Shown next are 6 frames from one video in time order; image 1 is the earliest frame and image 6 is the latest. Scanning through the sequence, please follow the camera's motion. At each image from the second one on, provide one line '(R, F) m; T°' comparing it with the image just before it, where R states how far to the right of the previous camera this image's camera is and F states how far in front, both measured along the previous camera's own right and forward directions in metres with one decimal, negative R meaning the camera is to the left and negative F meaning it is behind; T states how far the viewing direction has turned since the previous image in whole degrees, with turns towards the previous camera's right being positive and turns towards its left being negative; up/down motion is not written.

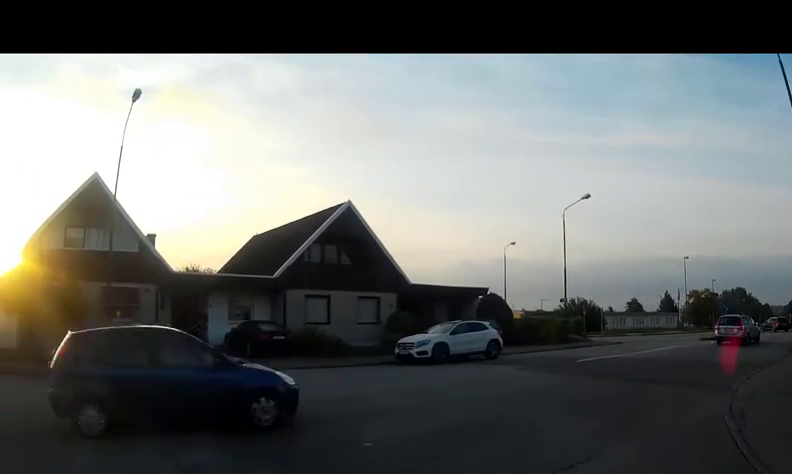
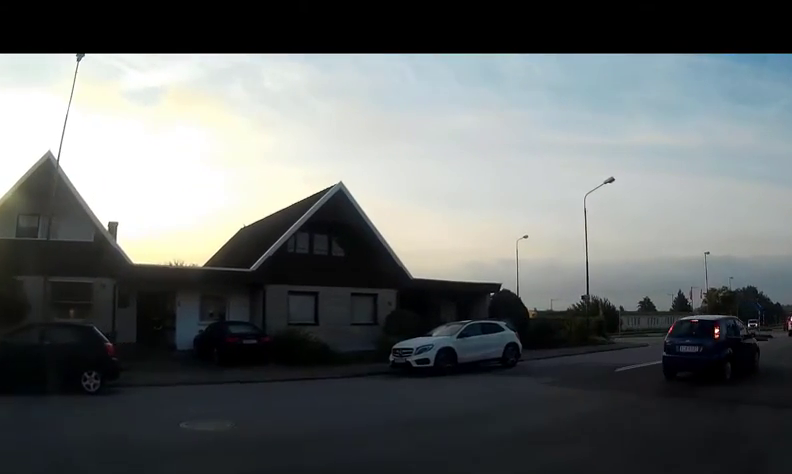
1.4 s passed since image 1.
(-0.1, +4.2) m; +5°
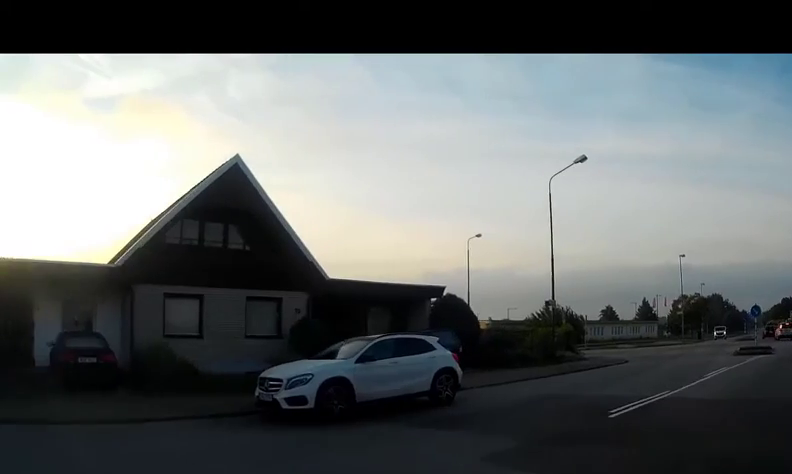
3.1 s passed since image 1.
(+0.5, +5.7) m; +9°
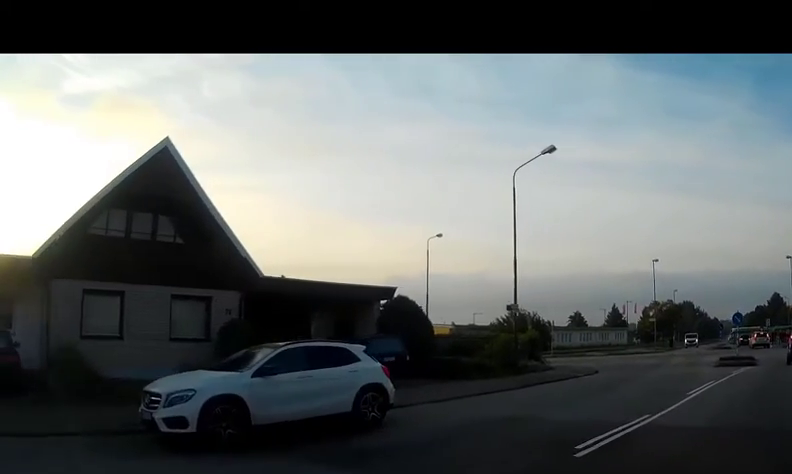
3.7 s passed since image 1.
(0.0, +2.2) m; +4°
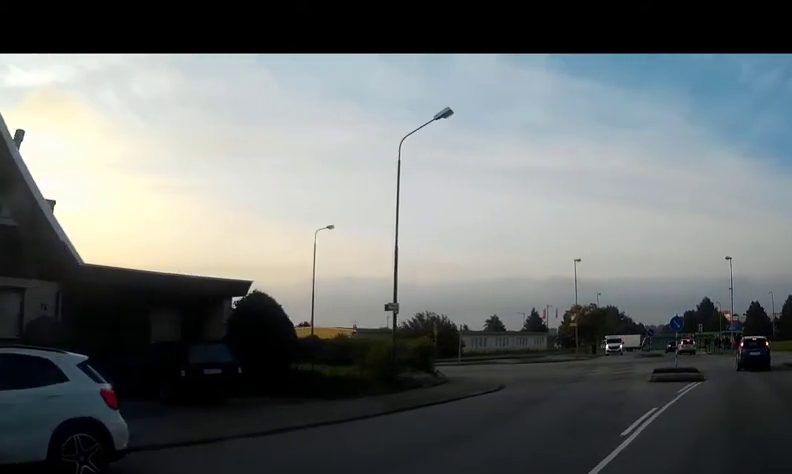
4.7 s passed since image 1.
(+0.3, +4.3) m; +11°
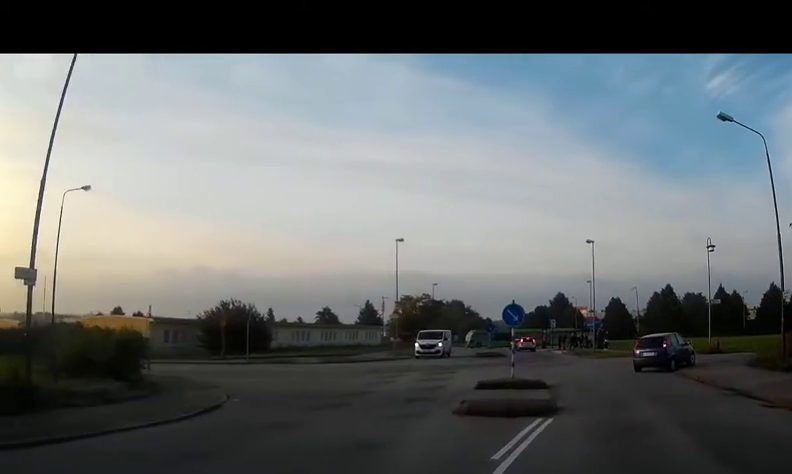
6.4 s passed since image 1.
(+1.6, +7.5) m; +22°
